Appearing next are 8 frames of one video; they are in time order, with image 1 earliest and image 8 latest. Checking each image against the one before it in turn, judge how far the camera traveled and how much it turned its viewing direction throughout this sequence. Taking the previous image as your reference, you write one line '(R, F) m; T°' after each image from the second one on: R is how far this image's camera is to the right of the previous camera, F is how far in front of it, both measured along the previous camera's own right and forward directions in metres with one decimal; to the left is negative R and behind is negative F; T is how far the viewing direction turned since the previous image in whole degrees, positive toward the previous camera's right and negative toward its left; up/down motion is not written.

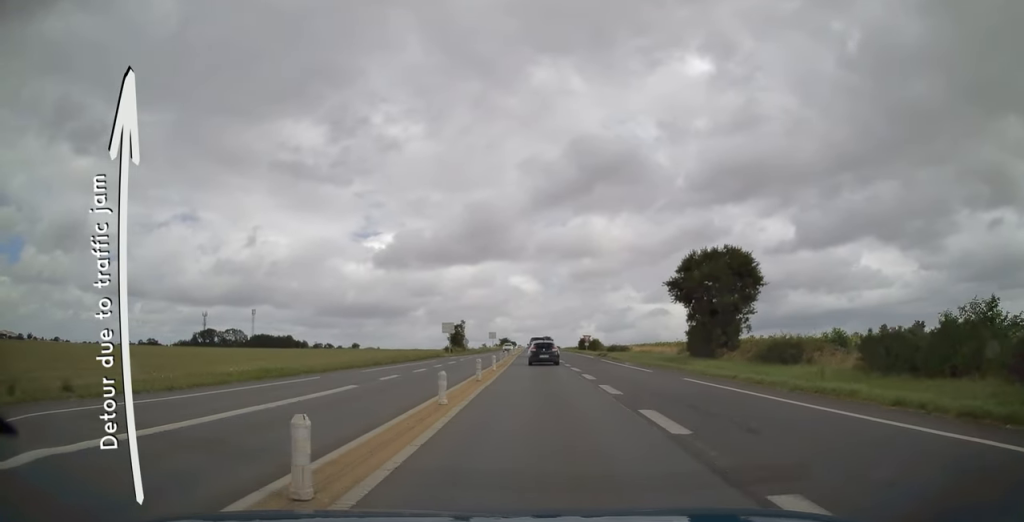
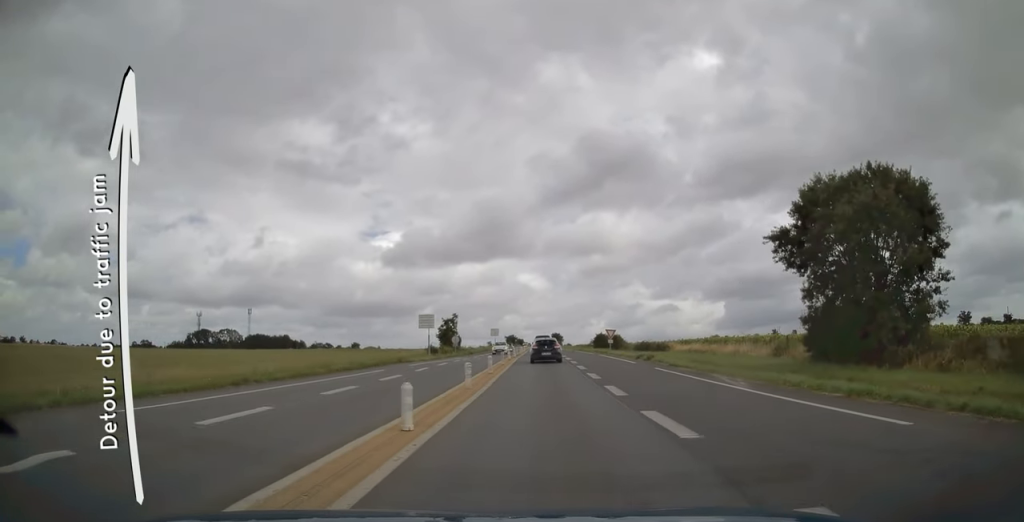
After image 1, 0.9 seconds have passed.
(0.0, +19.8) m; 0°
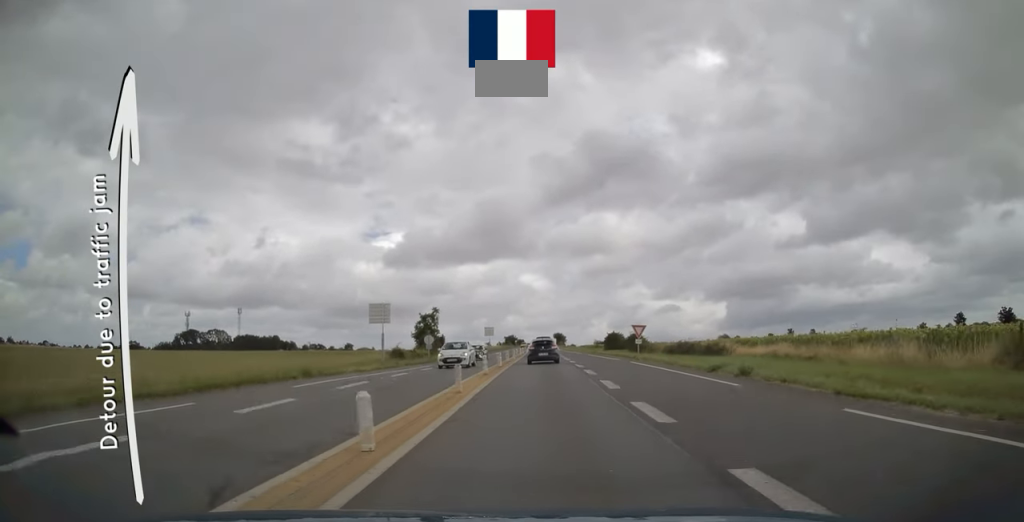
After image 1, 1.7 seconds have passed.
(-0.1, +17.9) m; -1°
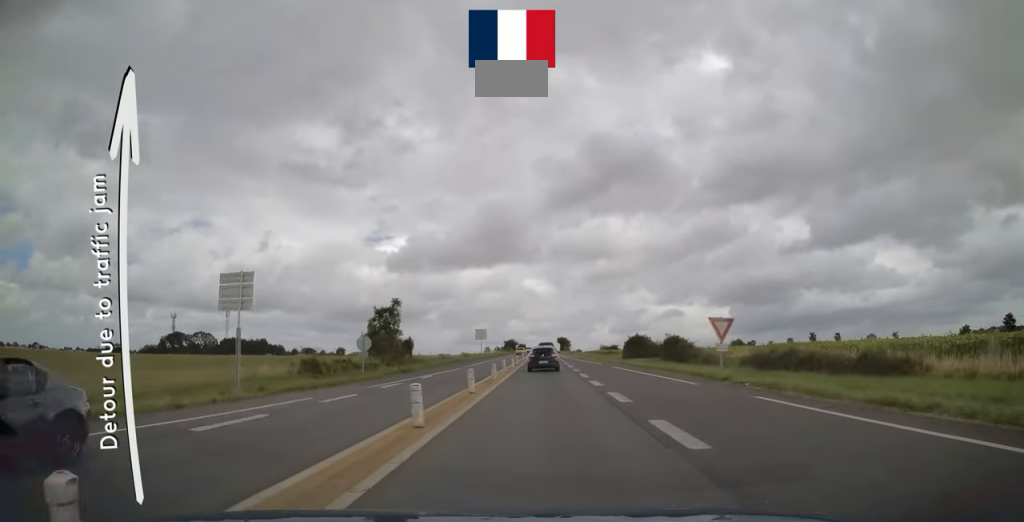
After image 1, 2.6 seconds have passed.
(-0.1, +21.3) m; -1°
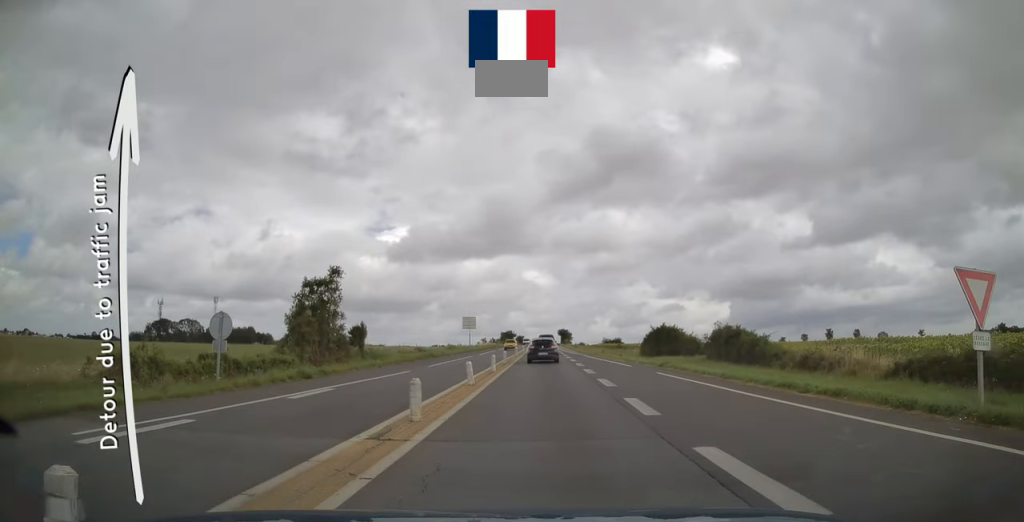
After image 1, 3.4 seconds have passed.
(-0.2, +16.5) m; 0°
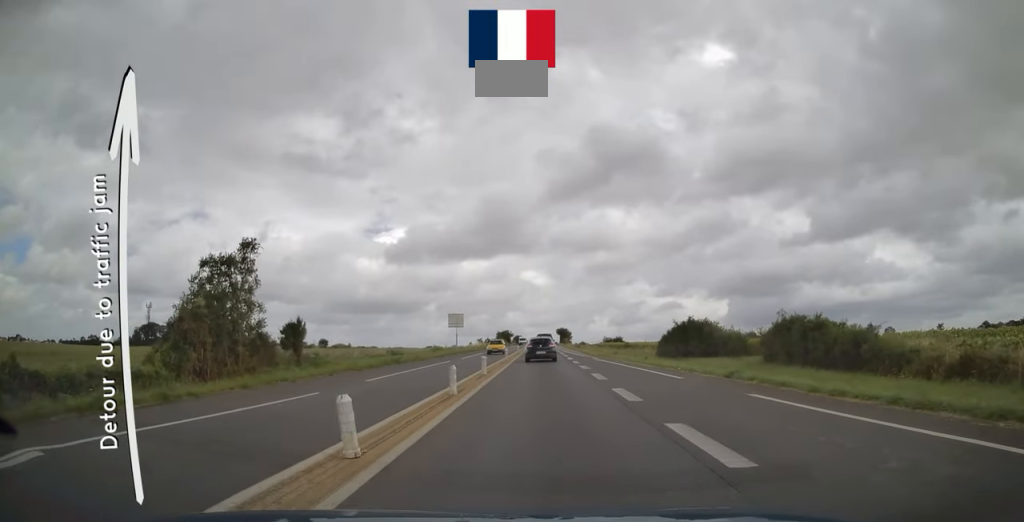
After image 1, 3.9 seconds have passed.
(+0.1, +11.4) m; 0°
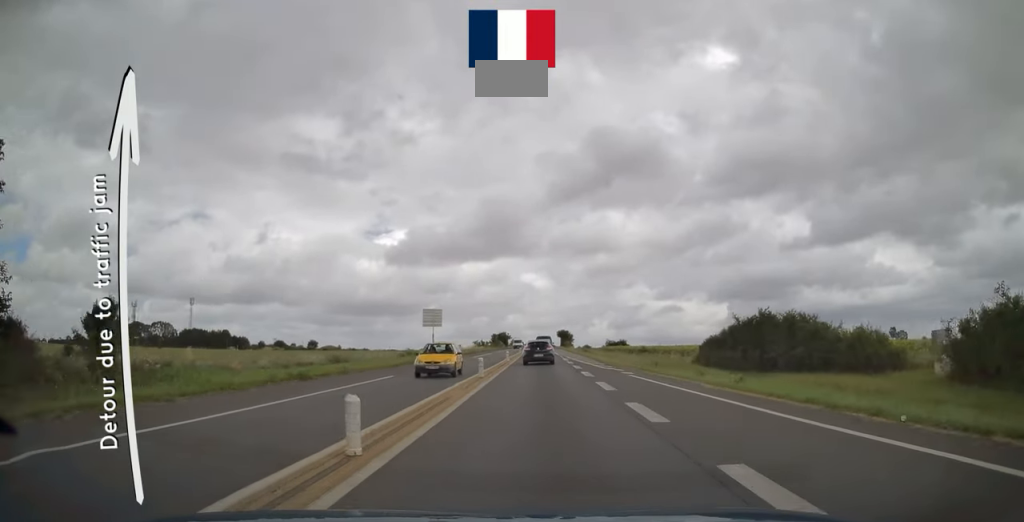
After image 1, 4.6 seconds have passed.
(+0.1, +15.8) m; 0°
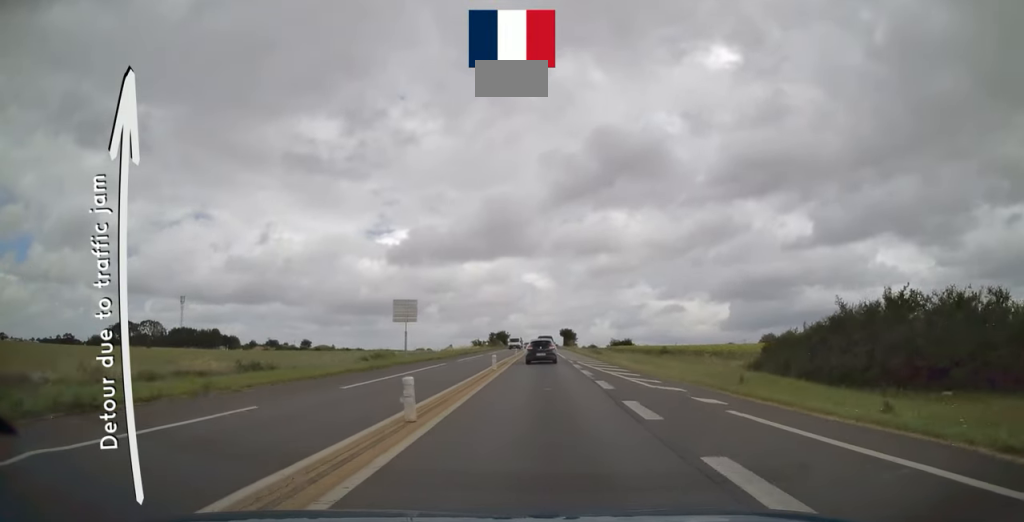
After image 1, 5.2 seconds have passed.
(0.0, +12.4) m; 0°
